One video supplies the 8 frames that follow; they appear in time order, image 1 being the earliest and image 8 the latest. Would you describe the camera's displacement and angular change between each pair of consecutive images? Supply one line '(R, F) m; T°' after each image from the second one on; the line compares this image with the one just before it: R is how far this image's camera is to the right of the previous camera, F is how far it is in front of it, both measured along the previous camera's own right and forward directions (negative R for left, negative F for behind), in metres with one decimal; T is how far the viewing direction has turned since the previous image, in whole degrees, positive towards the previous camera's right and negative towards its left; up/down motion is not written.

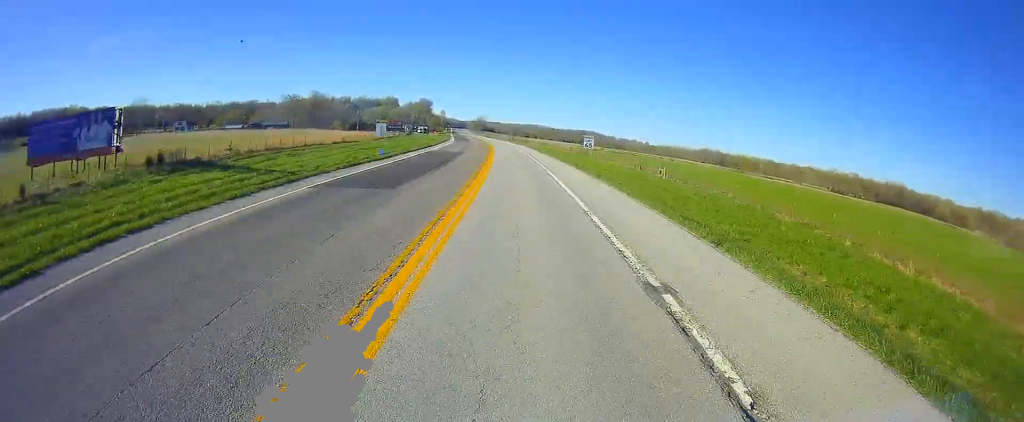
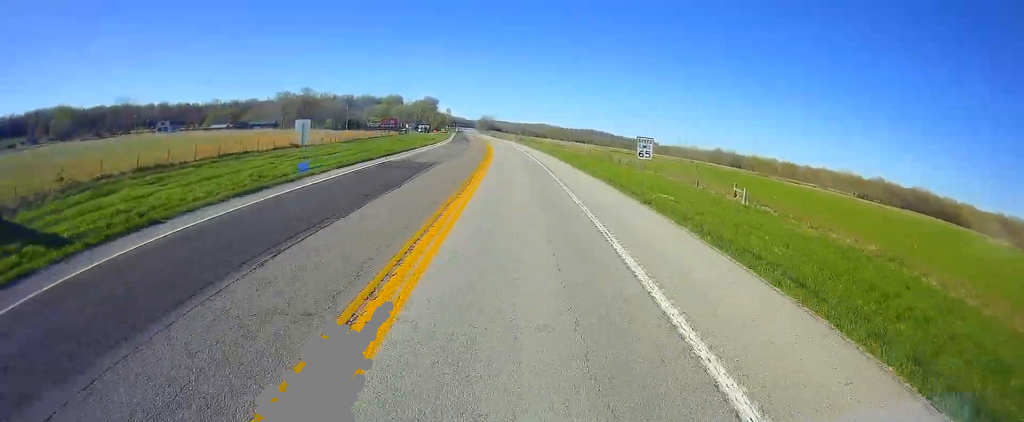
(-0.2, +20.9) m; -1°
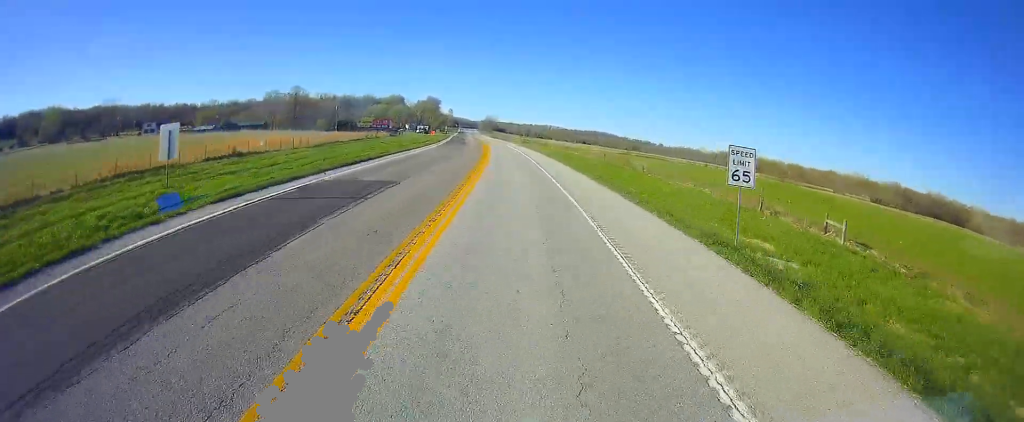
(-0.2, +13.6) m; -1°
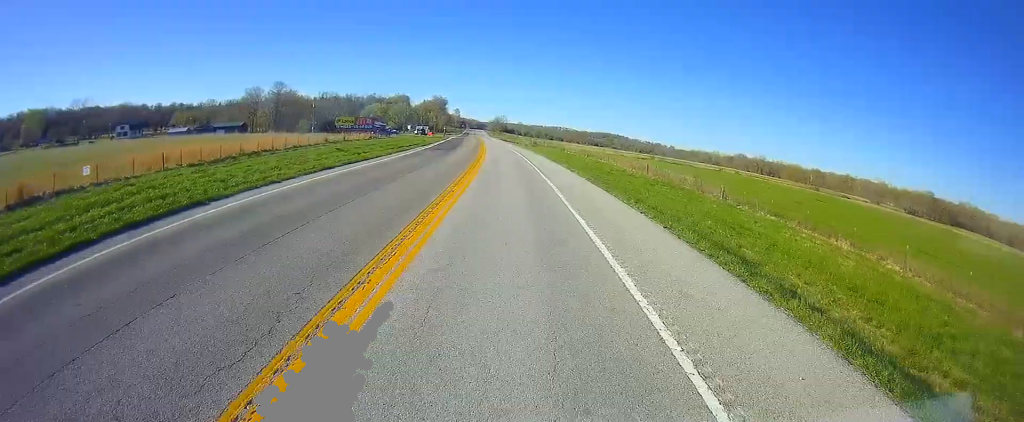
(-0.1, +25.0) m; -1°
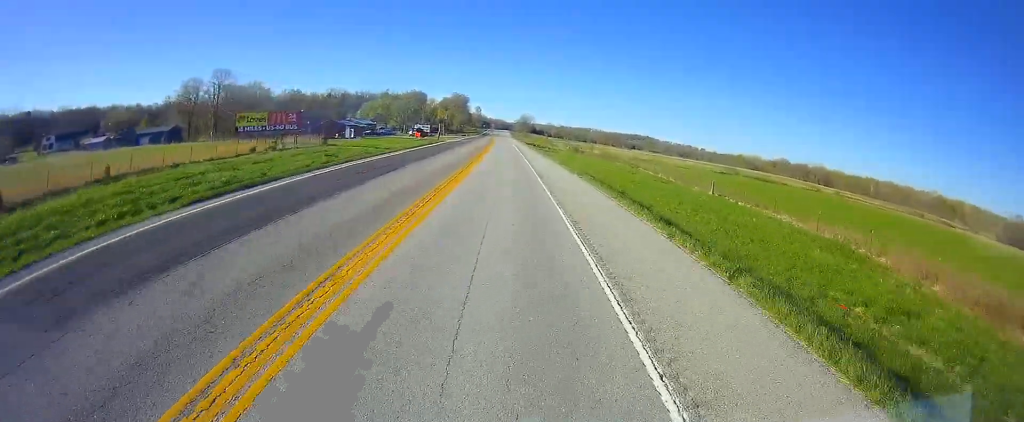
(-1.2, +56.1) m; -2°
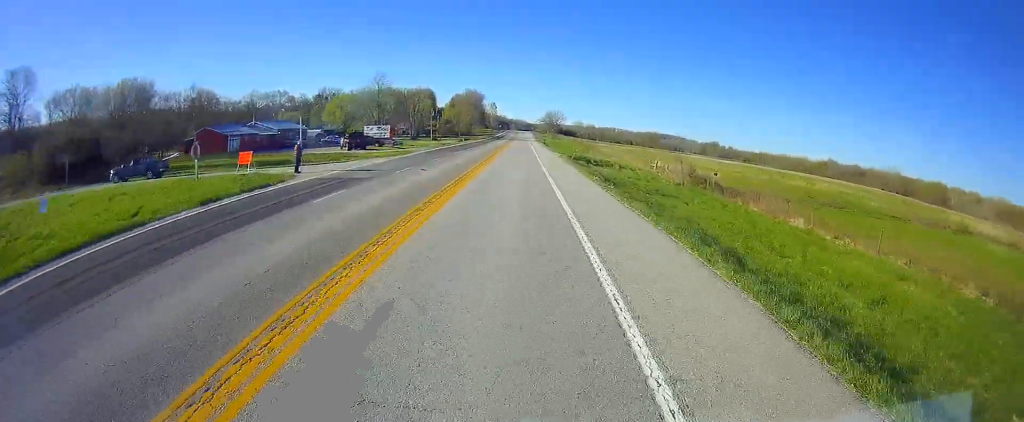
(-1.2, +75.8) m; -2°
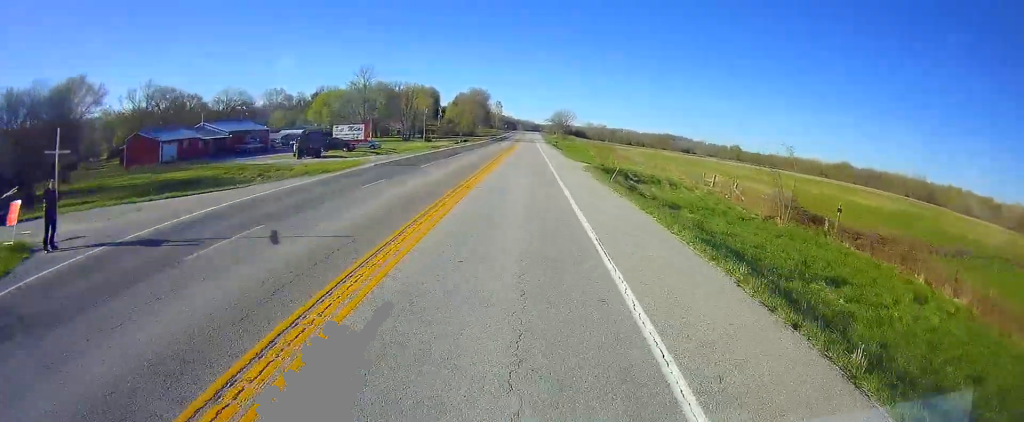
(-0.1, +19.8) m; 0°
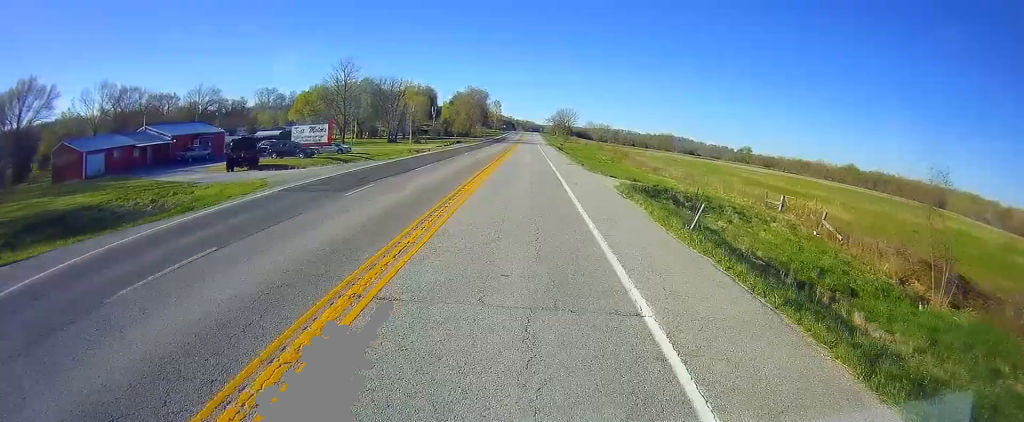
(-0.2, +14.5) m; +1°
